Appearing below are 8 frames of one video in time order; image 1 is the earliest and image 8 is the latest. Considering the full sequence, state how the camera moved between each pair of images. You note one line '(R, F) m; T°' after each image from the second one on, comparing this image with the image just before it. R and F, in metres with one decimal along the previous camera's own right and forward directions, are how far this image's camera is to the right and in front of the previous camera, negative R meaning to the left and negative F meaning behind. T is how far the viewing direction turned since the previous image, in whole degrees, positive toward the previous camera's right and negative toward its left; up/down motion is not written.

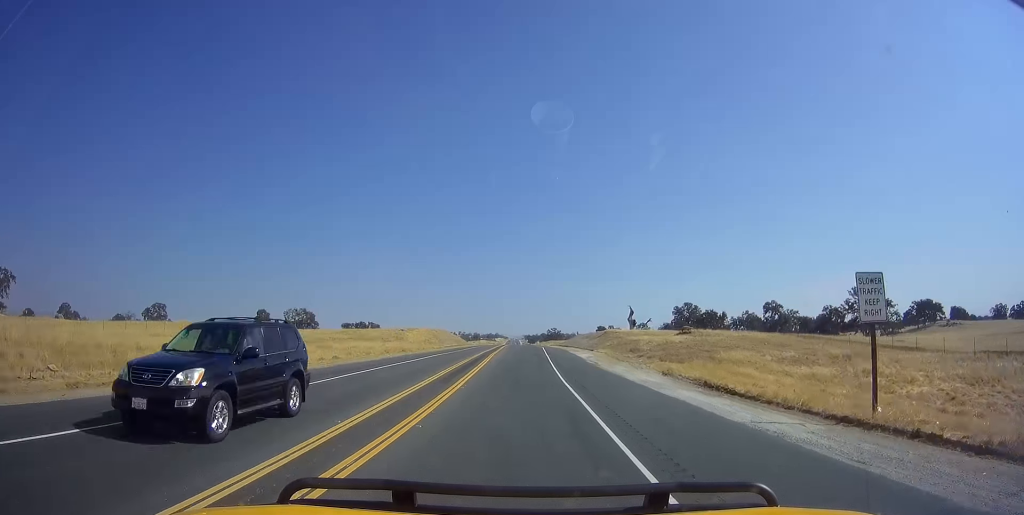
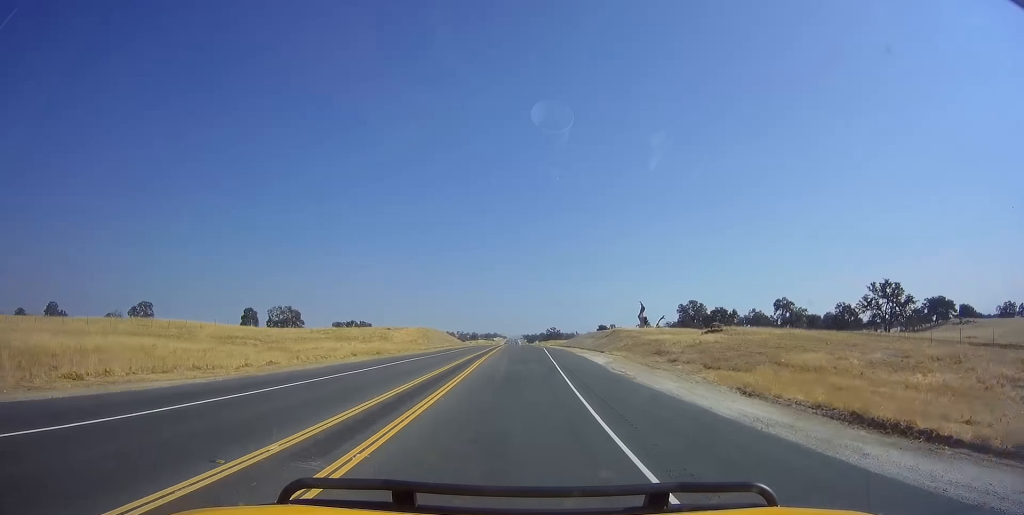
(0.0, +10.8) m; 0°
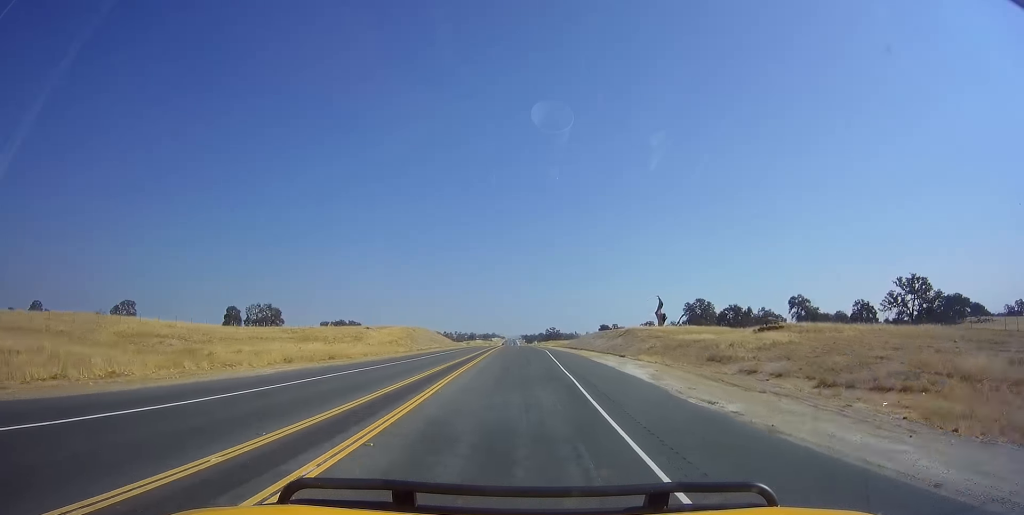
(0.0, +13.3) m; 0°
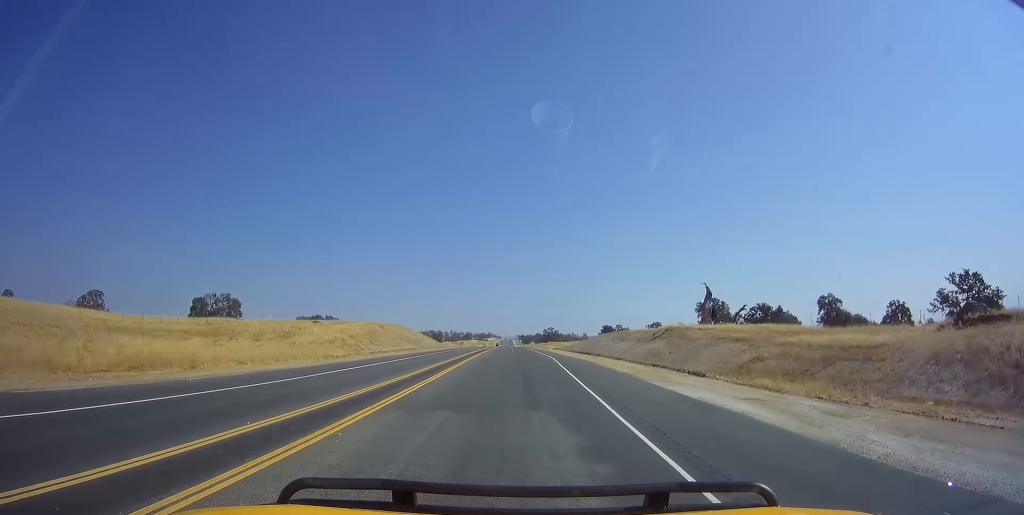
(-0.1, +22.7) m; 0°
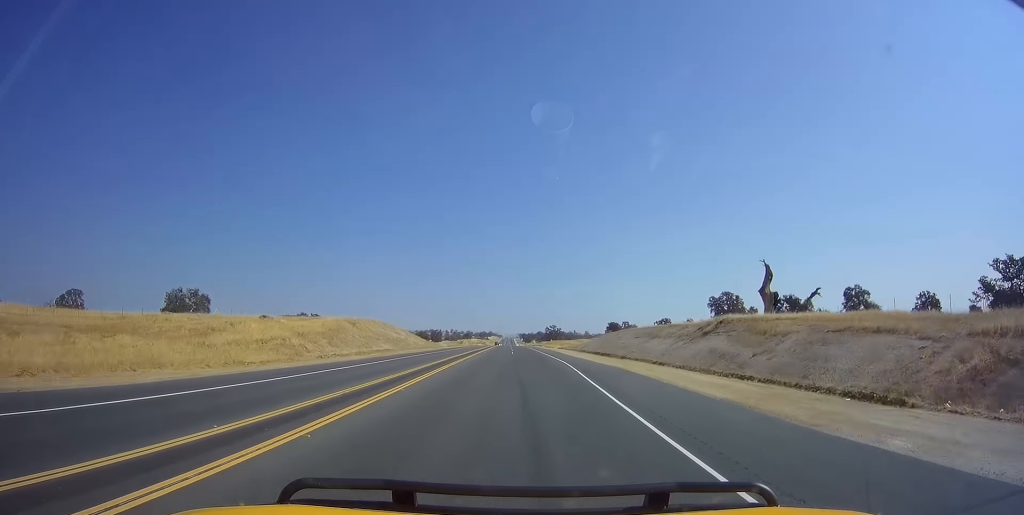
(-0.1, +15.2) m; 0°
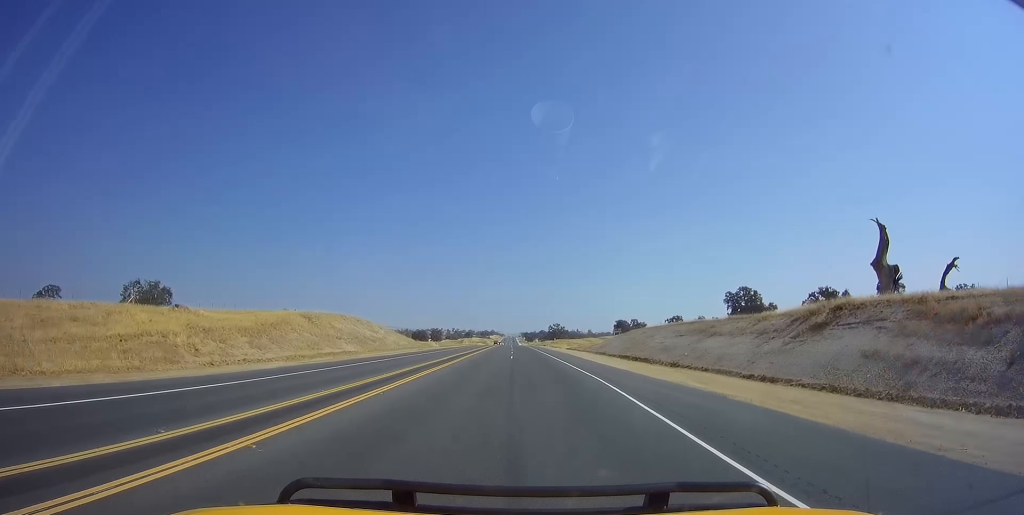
(0.0, +16.0) m; 0°
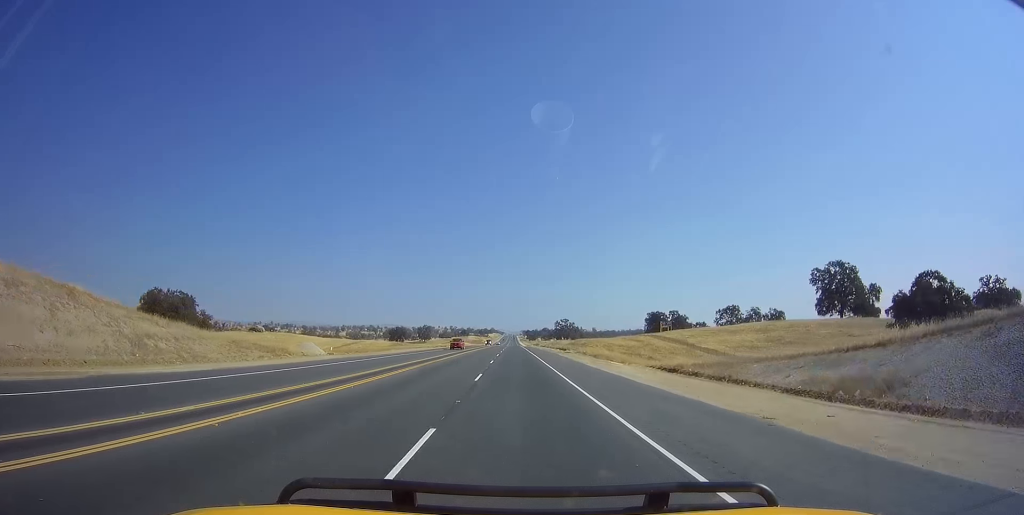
(-0.2, +65.8) m; 0°
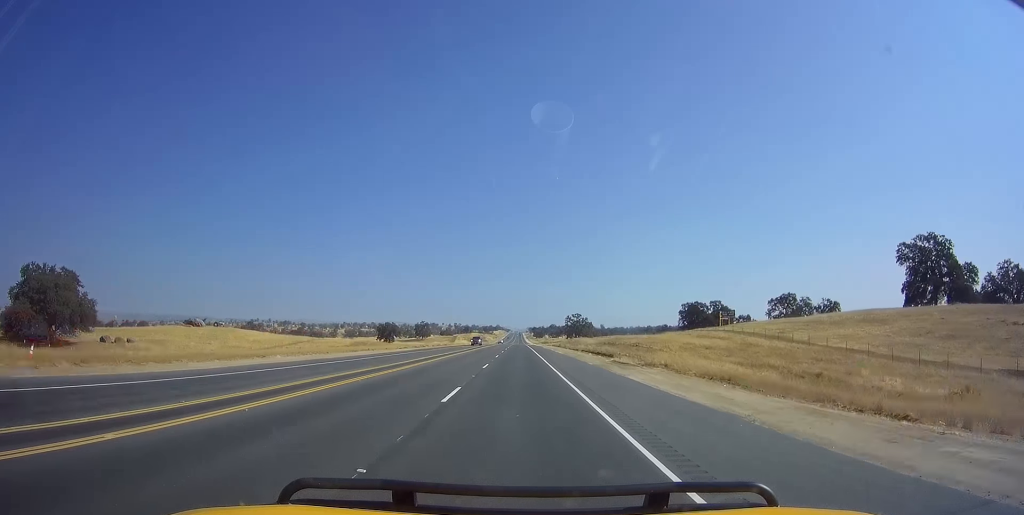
(+0.1, +36.2) m; 0°
